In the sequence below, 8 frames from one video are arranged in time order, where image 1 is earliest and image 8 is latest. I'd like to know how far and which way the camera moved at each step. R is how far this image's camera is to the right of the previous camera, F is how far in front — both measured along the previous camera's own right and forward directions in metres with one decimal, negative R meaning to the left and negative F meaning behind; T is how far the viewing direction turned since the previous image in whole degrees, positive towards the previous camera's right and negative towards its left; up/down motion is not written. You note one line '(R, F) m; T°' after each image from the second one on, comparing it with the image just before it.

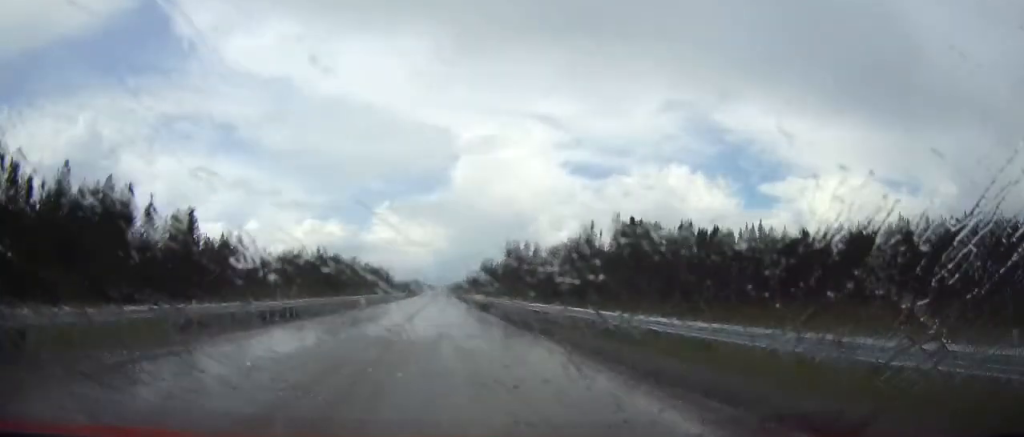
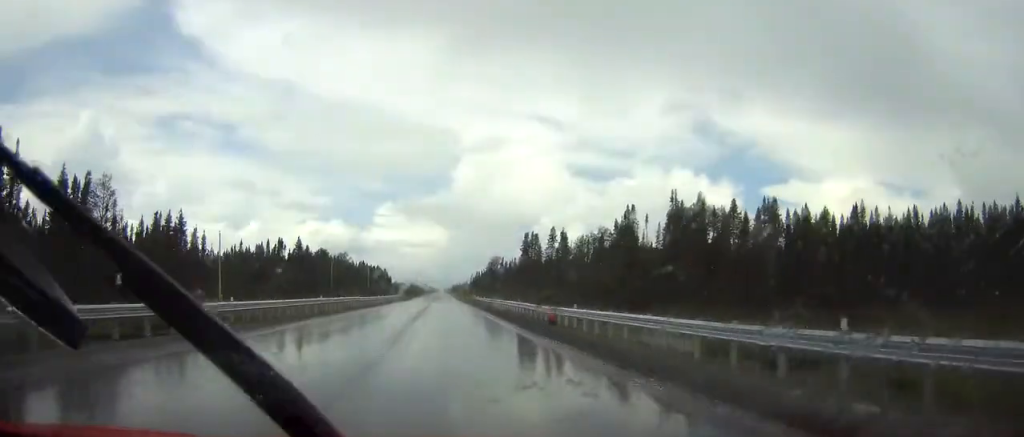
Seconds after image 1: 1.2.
(-0.1, +34.2) m; 0°
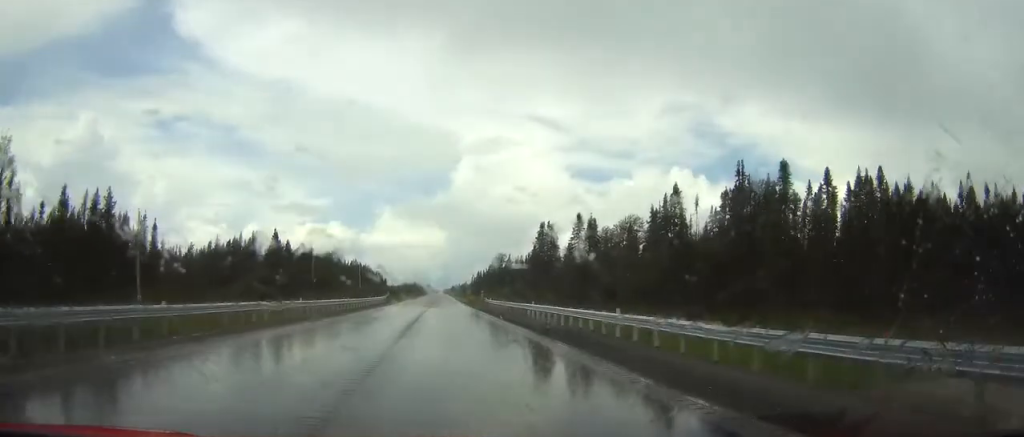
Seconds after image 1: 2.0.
(0.0, +25.4) m; 0°
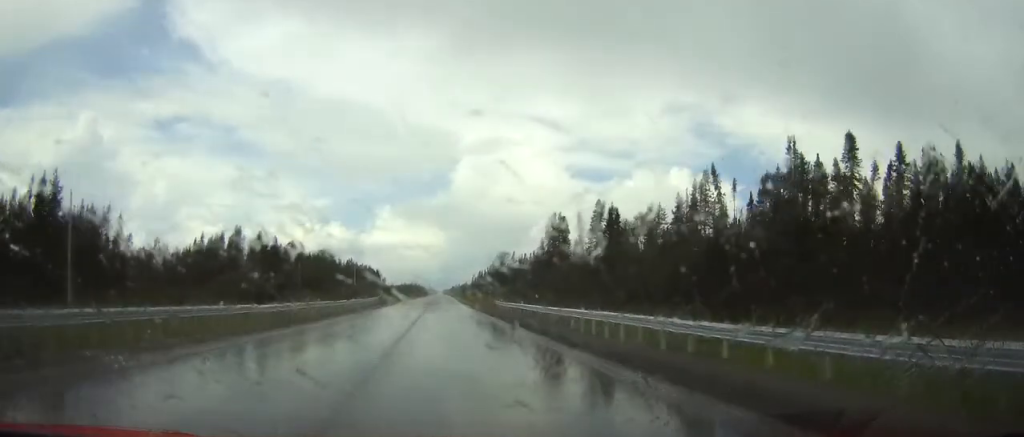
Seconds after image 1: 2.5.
(0.0, +13.7) m; 0°
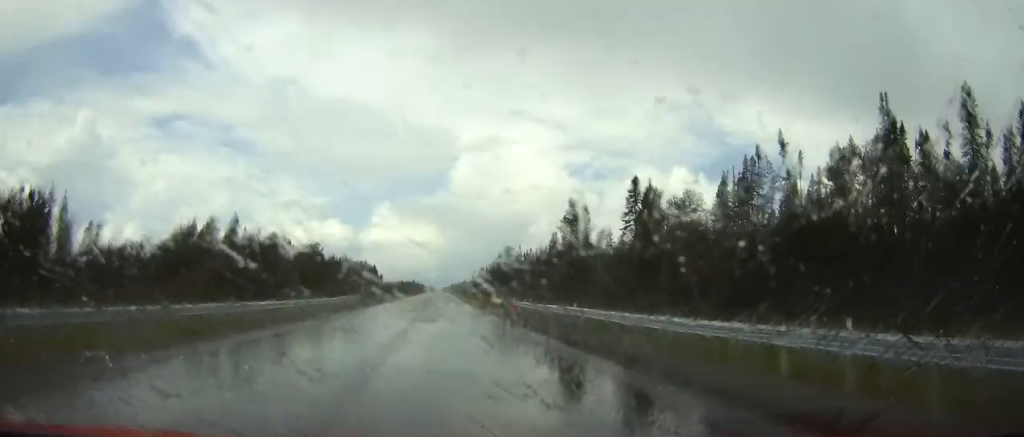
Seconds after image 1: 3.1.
(0.0, +17.6) m; 0°
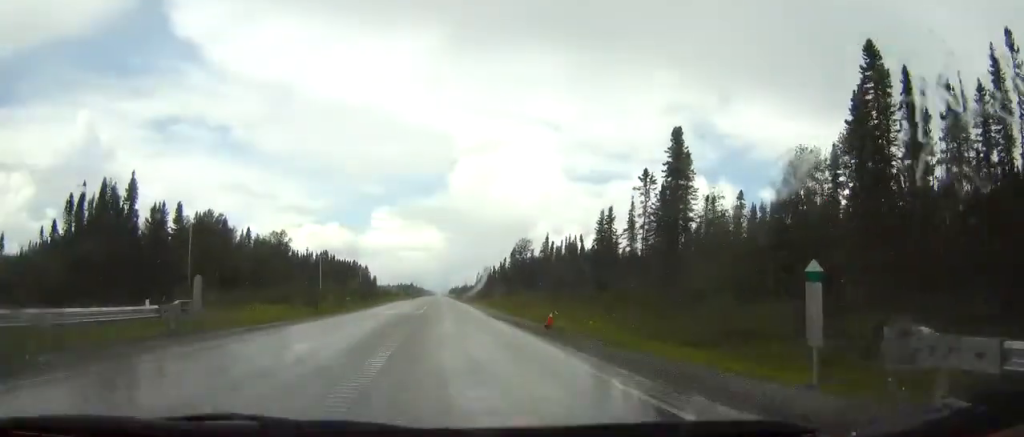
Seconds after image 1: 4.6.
(+0.2, +45.0) m; 0°
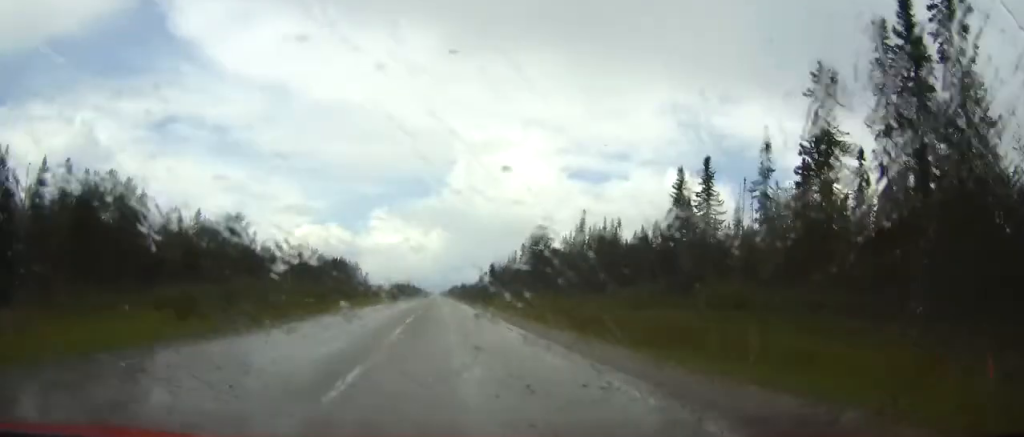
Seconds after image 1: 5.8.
(-0.1, +35.5) m; -1°
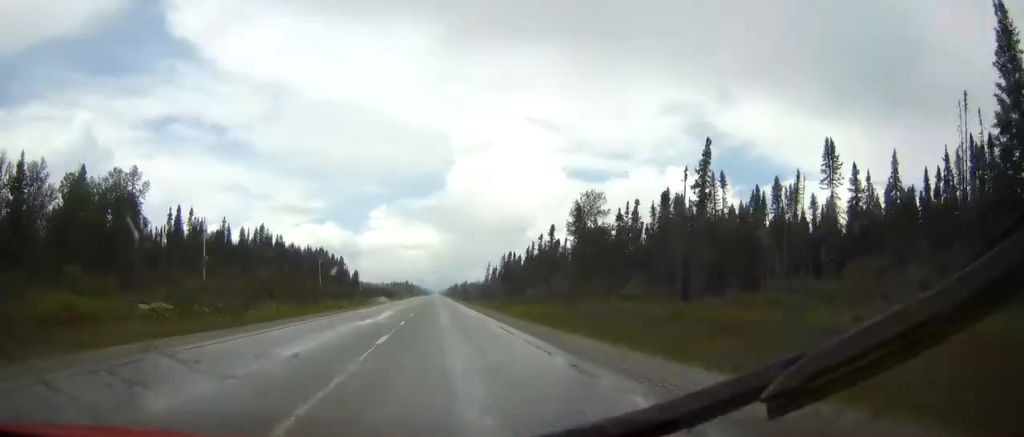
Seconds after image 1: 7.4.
(-0.3, +47.4) m; 0°
